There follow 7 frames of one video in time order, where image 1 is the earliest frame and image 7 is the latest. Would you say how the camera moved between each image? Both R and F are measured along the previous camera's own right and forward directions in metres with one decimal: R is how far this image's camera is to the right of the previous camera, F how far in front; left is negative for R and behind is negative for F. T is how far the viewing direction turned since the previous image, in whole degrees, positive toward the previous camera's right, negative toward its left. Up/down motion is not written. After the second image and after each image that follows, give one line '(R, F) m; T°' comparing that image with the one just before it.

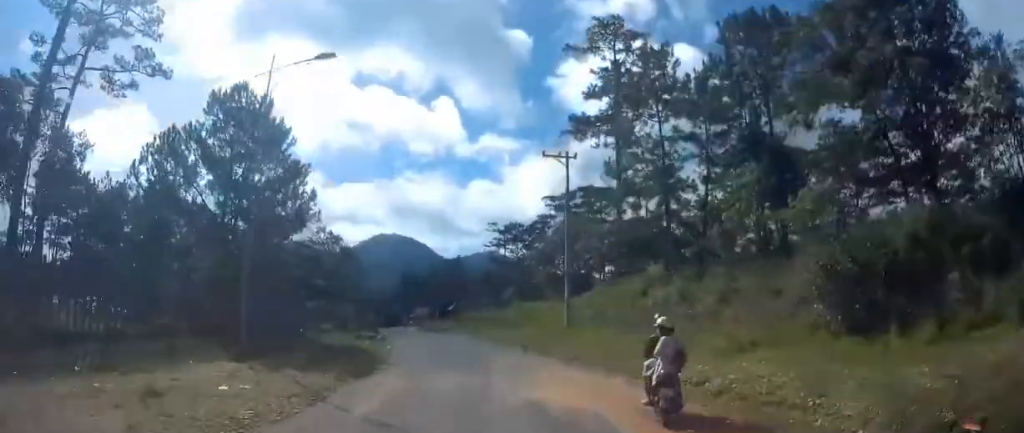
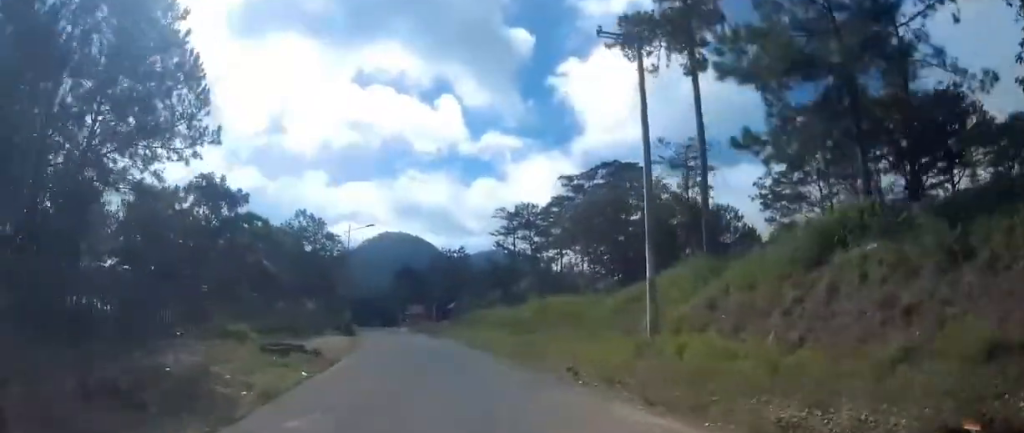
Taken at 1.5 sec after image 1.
(+0.4, +14.1) m; +9°
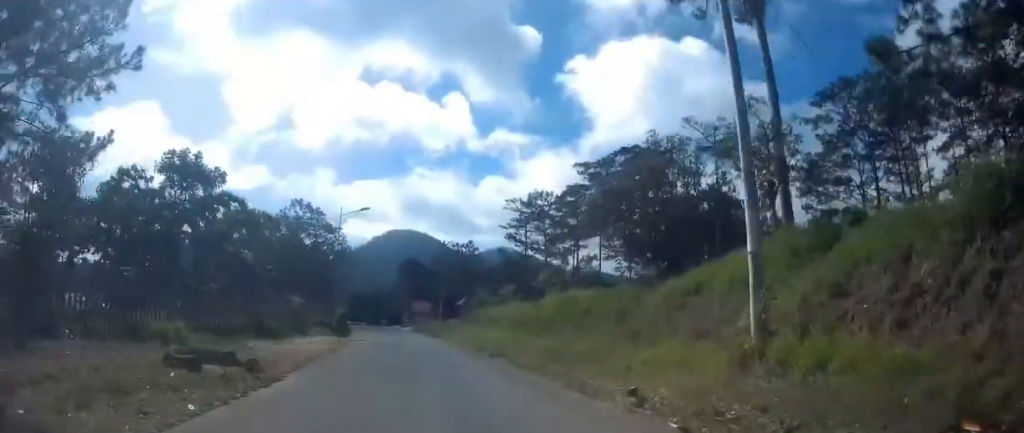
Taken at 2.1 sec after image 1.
(+0.1, +5.9) m; 0°
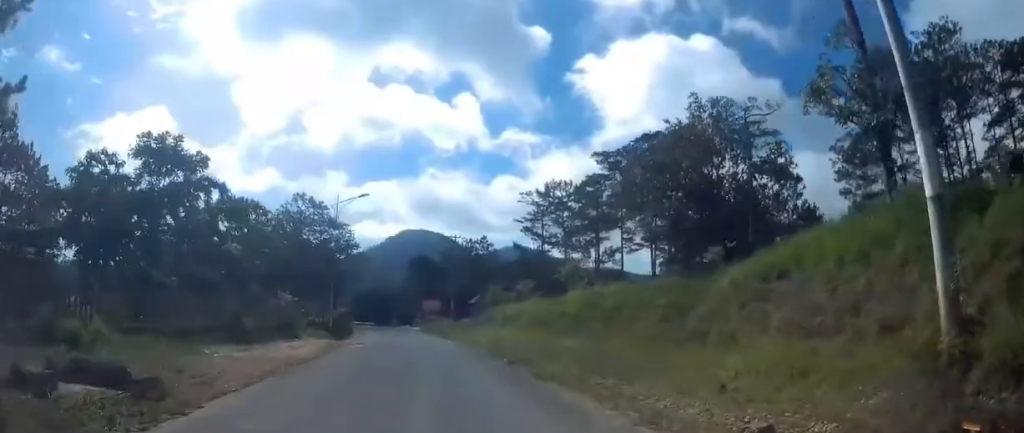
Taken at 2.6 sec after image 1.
(0.0, +4.7) m; 0°
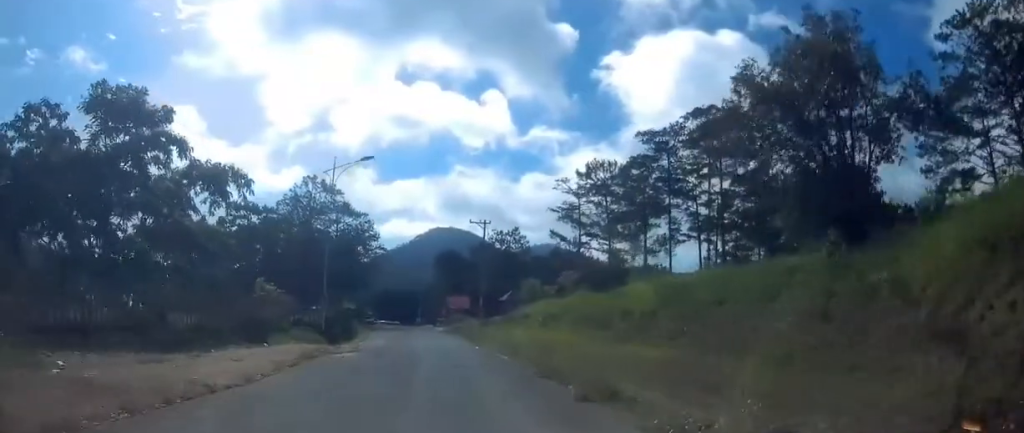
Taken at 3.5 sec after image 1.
(0.0, +7.8) m; -1°
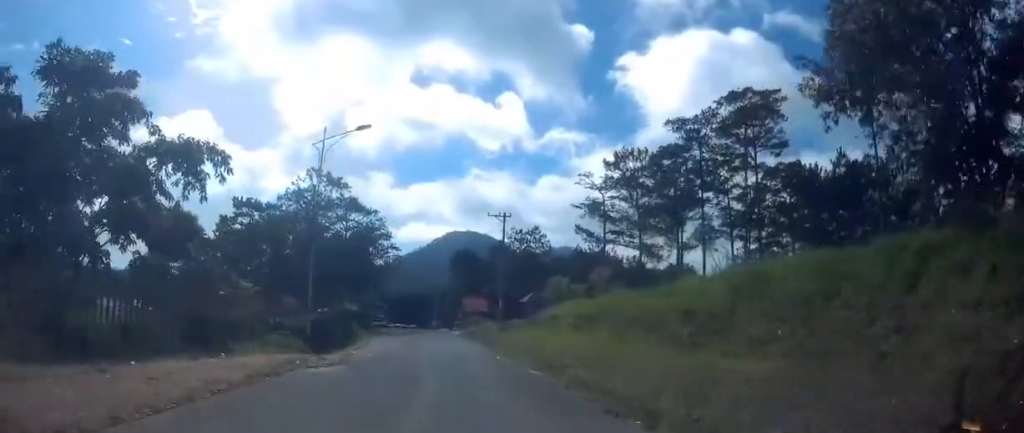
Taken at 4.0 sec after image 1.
(-0.1, +5.1) m; -1°
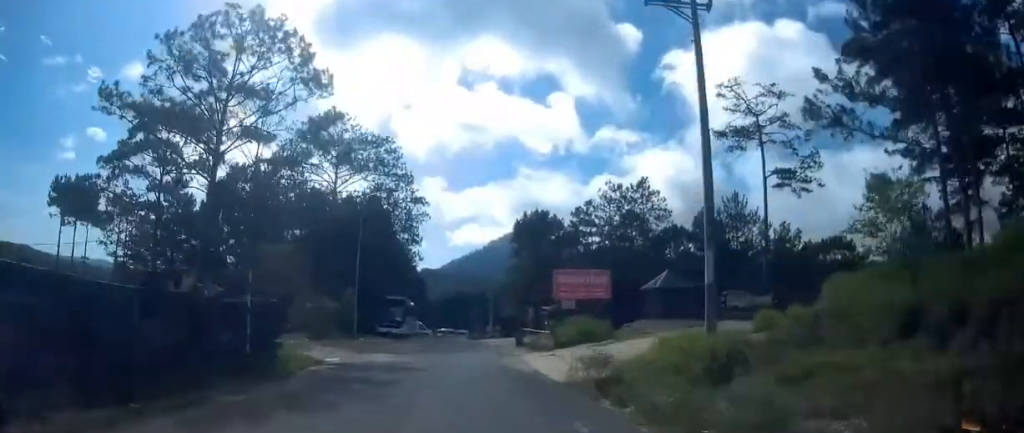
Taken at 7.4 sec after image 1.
(-3.1, +32.4) m; -12°
